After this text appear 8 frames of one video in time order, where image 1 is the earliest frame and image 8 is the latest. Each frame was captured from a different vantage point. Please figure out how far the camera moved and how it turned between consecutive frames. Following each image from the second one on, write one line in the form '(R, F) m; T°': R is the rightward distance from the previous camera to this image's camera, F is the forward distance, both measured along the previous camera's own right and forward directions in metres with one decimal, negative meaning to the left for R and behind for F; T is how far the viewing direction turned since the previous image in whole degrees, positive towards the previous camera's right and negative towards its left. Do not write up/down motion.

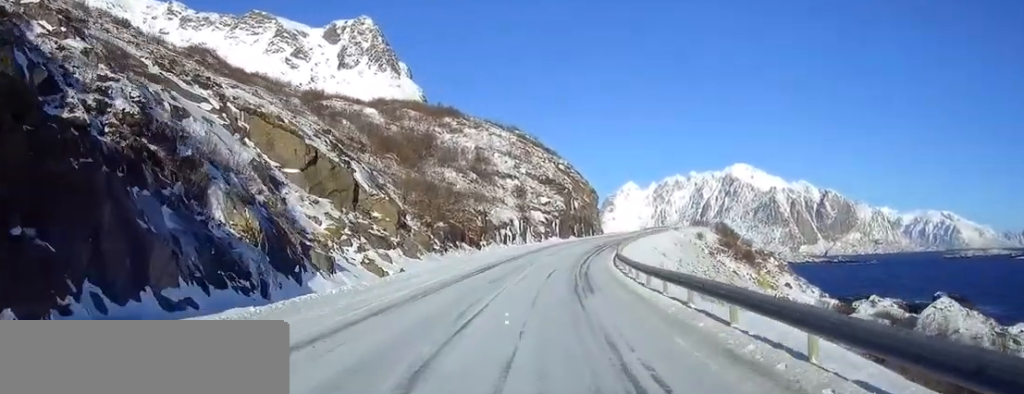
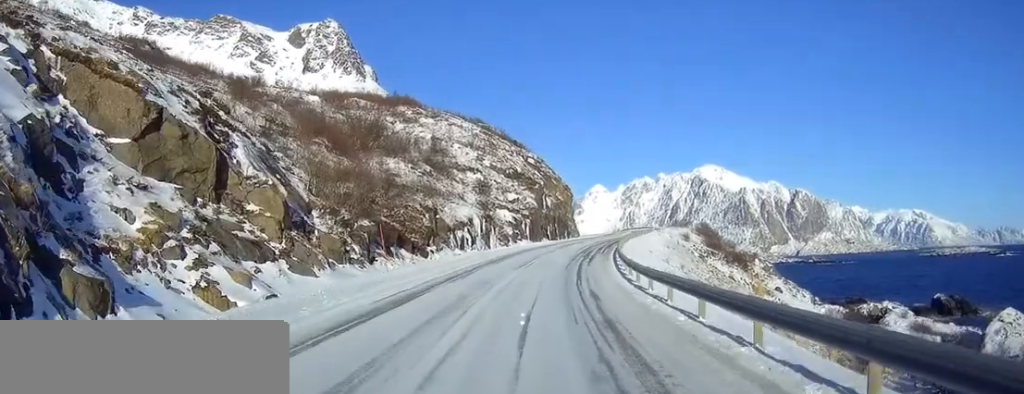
(+0.3, +18.5) m; +2°
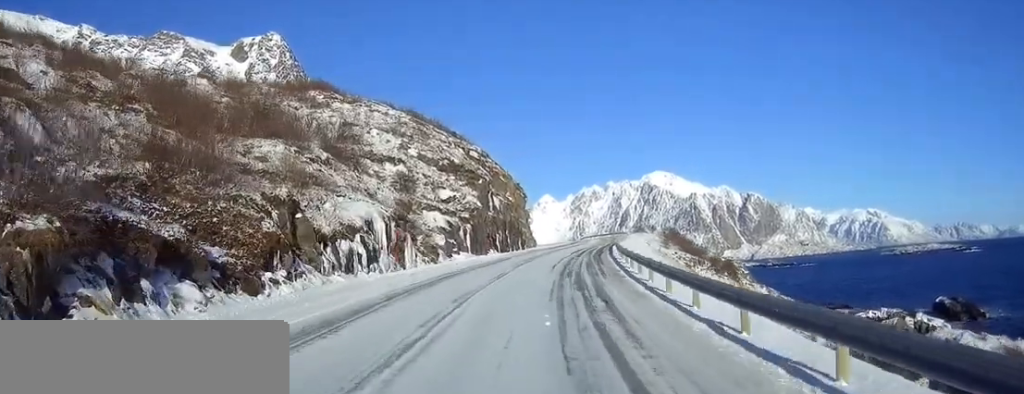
(+0.8, +27.8) m; +4°
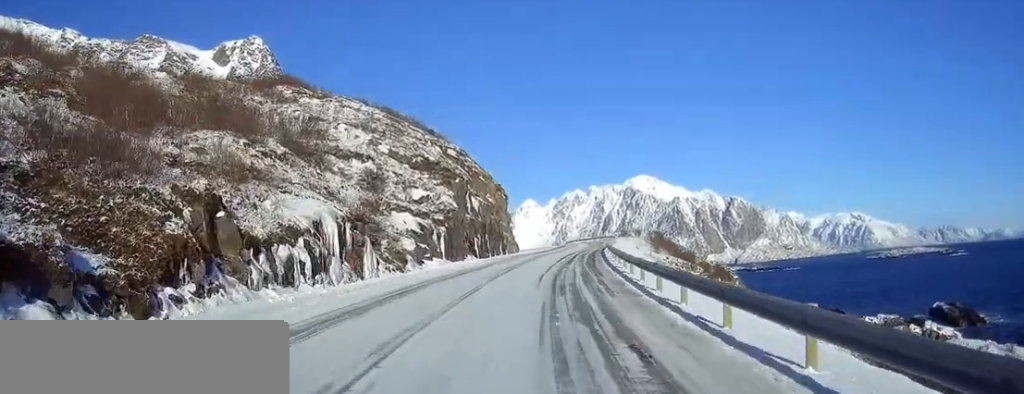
(+0.1, +7.4) m; +1°
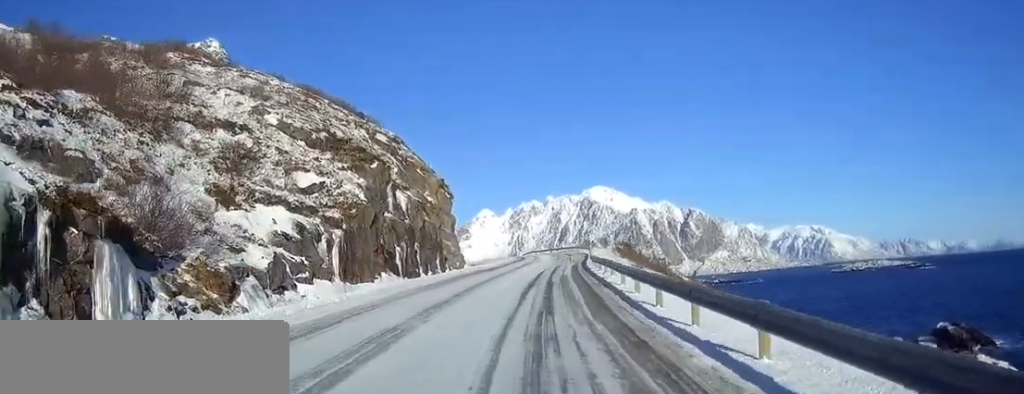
(+0.6, +23.7) m; +2°
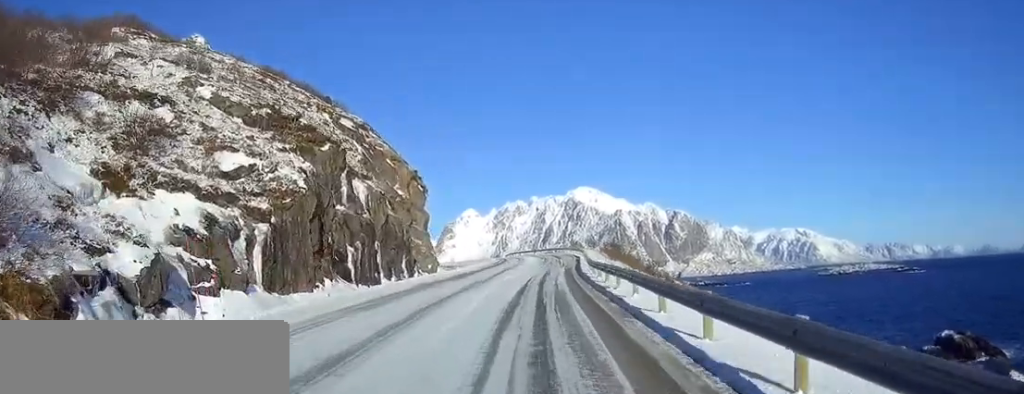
(0.0, +9.9) m; +1°
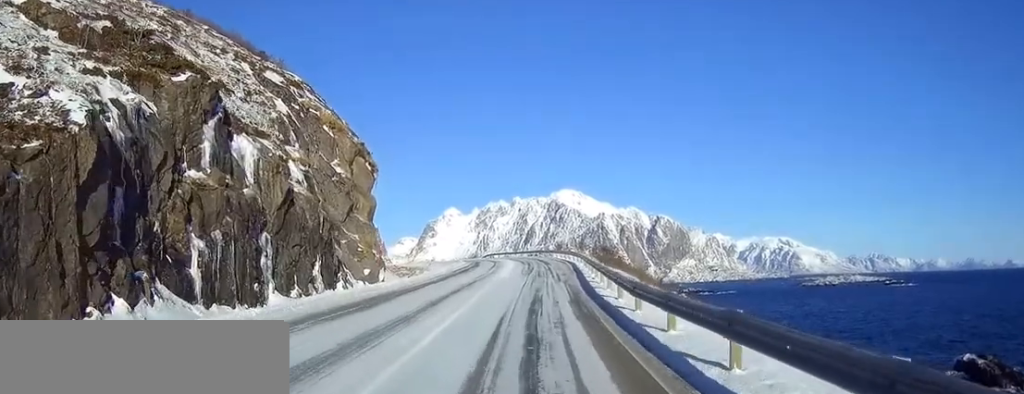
(+0.3, +18.8) m; +1°
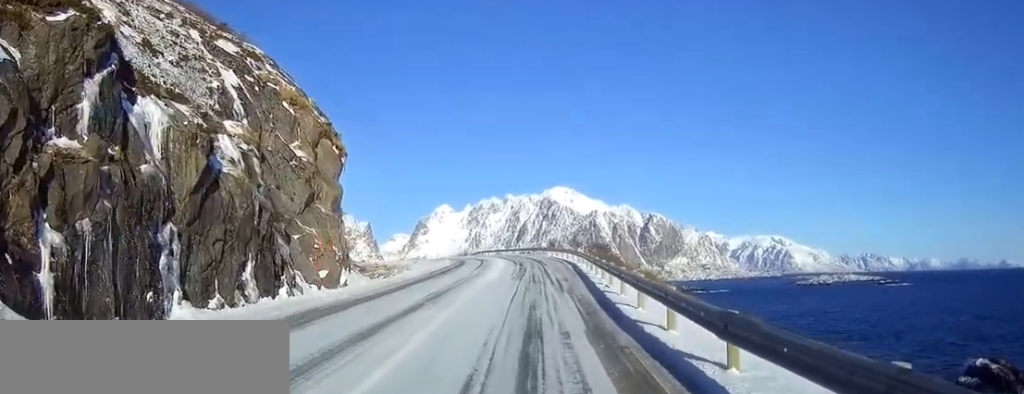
(+0.1, +8.3) m; +1°
